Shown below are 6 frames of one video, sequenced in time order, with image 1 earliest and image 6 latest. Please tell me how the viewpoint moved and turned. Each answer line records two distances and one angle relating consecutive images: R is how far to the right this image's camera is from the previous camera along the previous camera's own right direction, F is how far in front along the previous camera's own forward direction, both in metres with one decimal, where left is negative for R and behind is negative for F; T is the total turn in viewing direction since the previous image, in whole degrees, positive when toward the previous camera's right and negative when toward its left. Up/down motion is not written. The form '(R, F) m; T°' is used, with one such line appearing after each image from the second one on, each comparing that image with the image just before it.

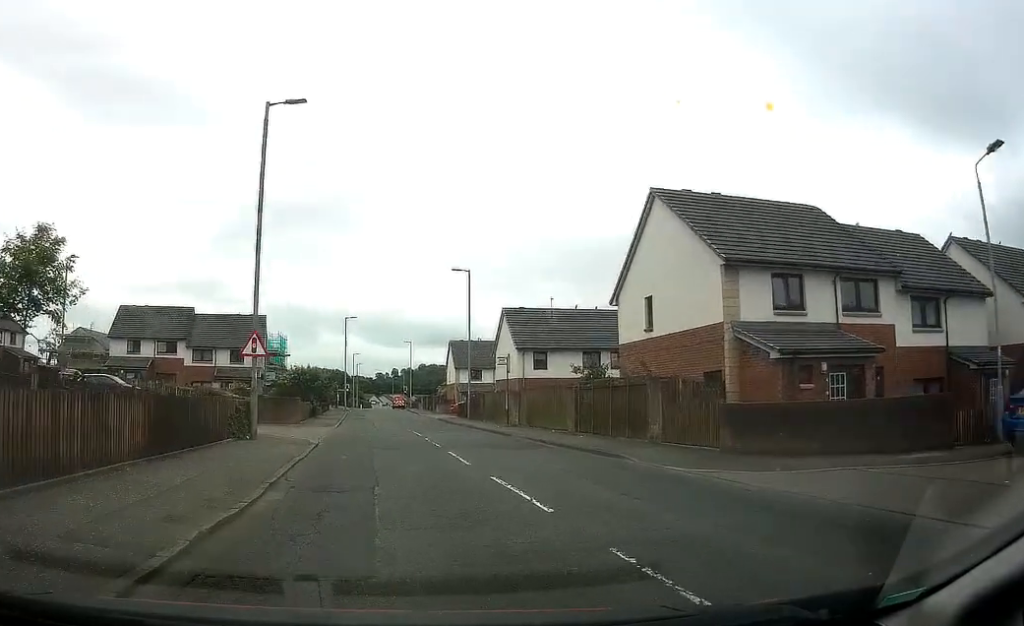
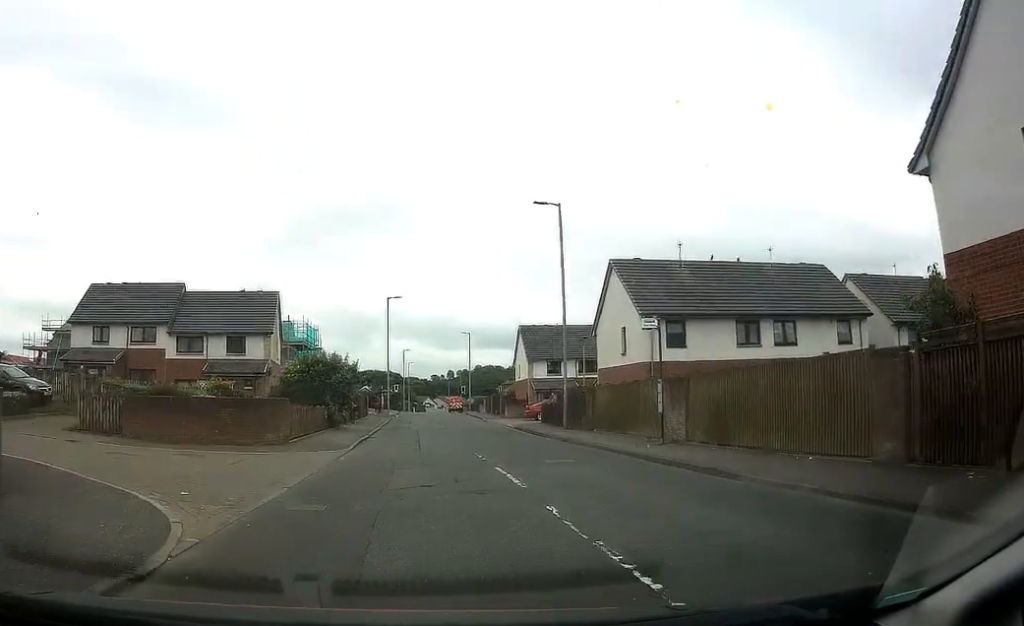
(-0.6, +16.1) m; -2°
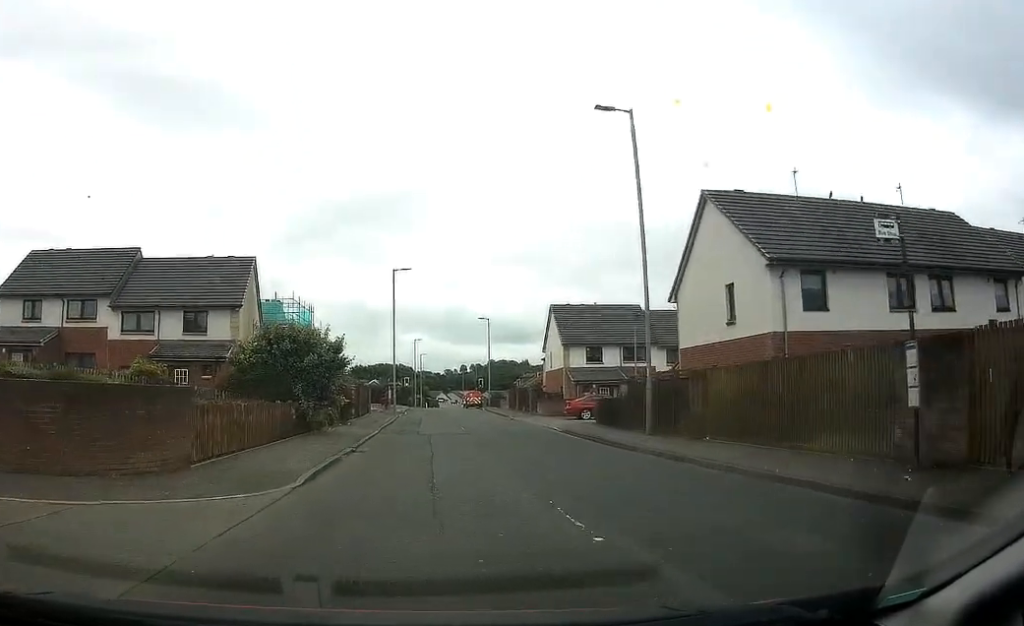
(+0.1, +10.6) m; -2°
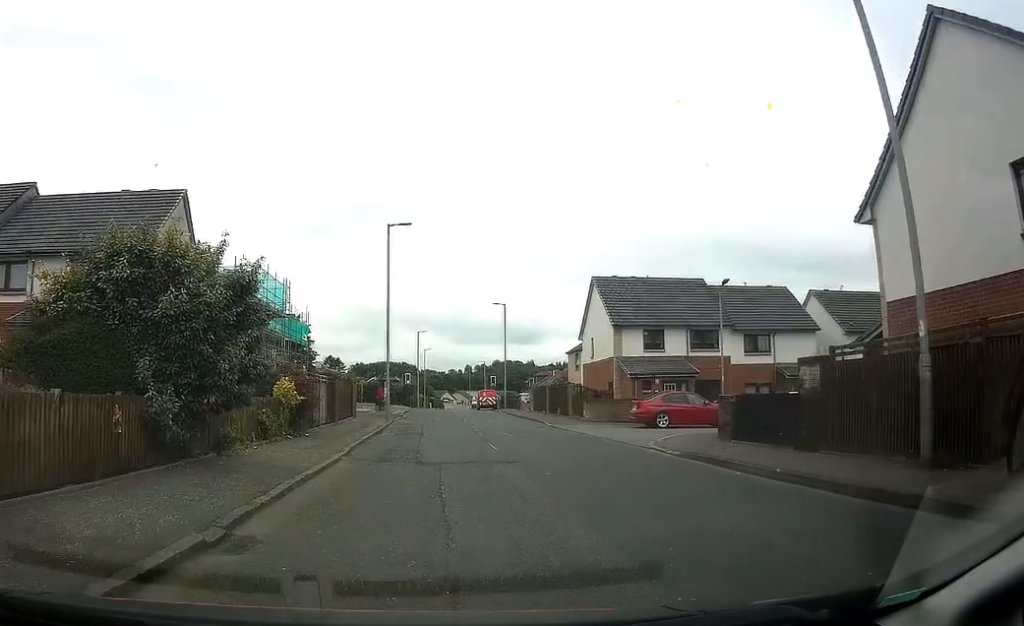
(-0.3, +12.4) m; 0°
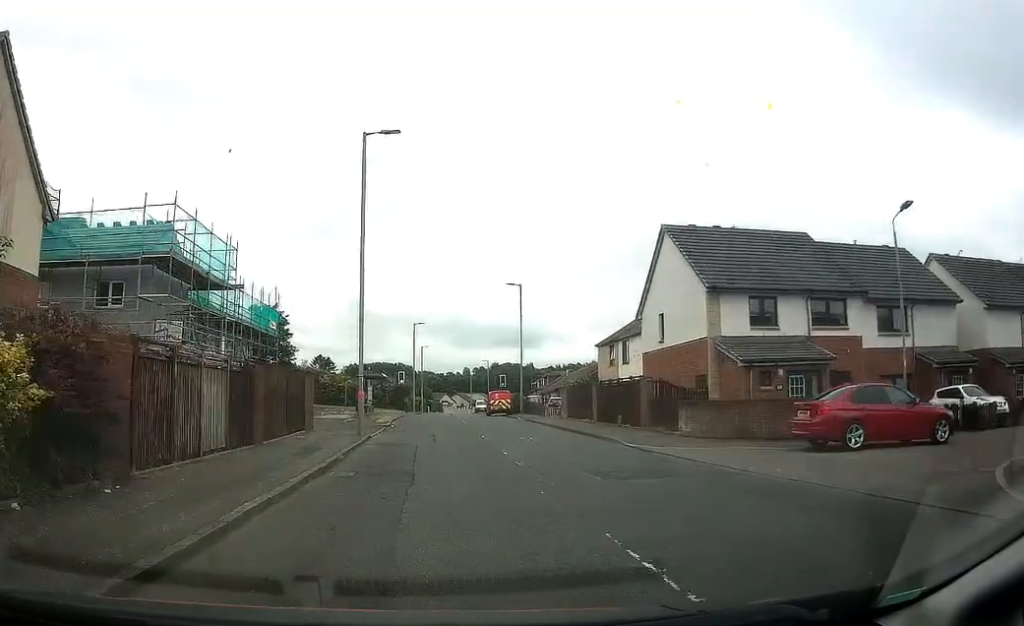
(+0.1, +13.5) m; -1°
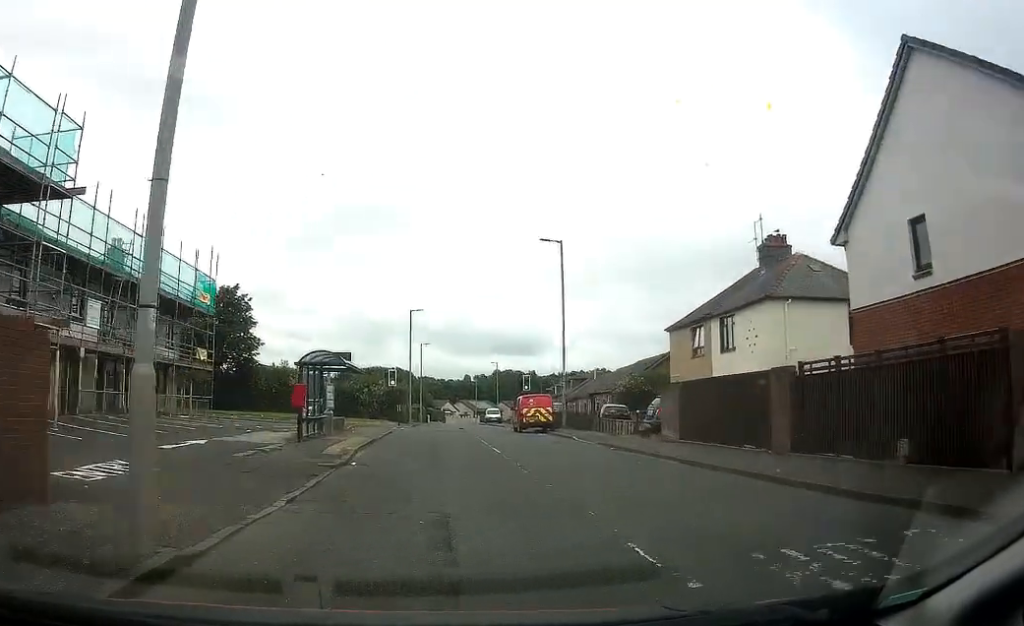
(-0.4, +17.3) m; -1°
